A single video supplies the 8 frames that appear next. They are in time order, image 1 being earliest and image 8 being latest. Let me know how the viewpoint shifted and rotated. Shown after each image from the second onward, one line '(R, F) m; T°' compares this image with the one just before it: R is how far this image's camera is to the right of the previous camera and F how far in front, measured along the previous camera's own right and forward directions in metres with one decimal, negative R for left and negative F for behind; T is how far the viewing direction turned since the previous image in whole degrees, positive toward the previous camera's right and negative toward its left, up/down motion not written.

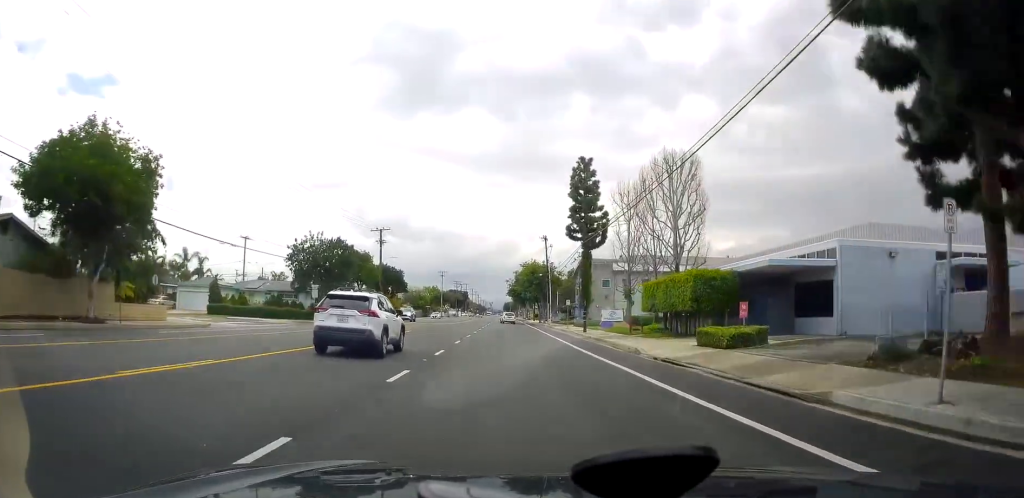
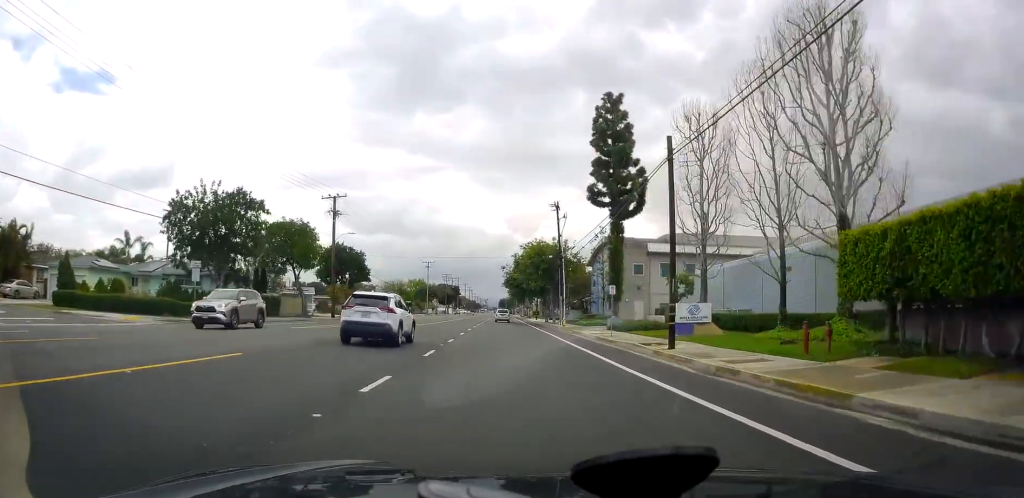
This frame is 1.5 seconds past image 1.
(+0.3, +24.2) m; +1°
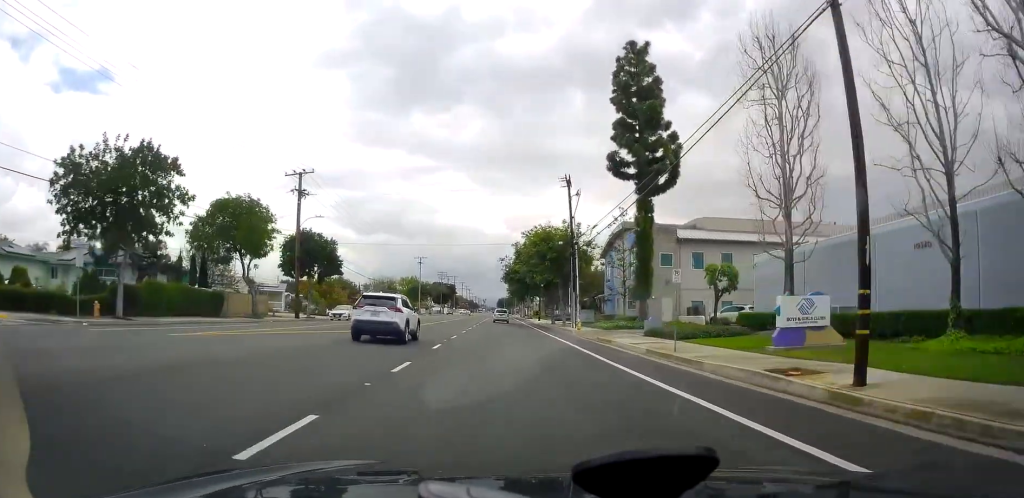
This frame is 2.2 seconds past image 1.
(0.0, +11.7) m; 0°
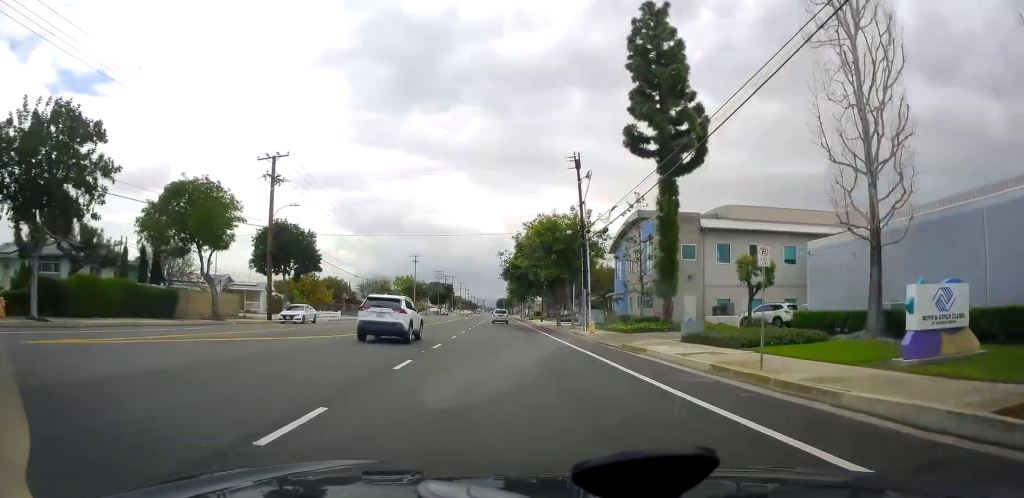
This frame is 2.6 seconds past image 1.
(0.0, +6.7) m; 0°
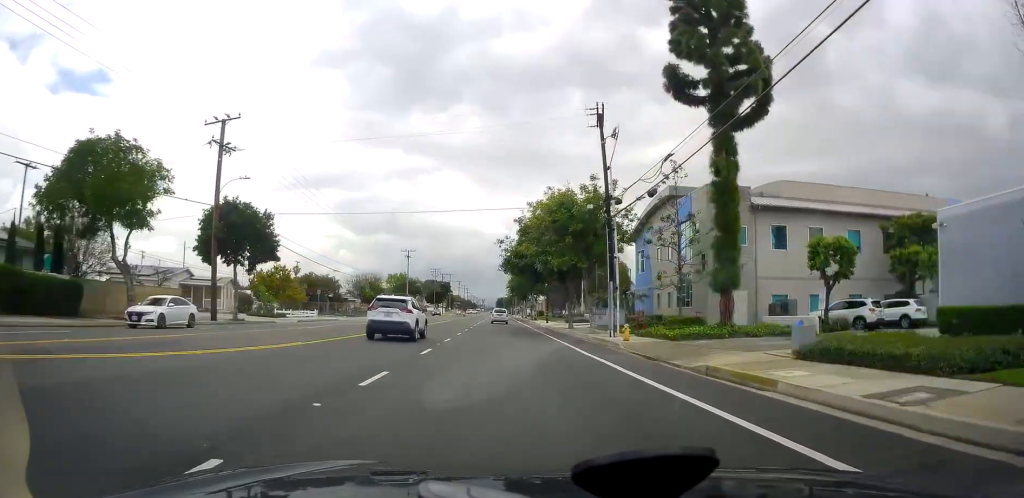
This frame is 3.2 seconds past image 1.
(0.0, +10.1) m; 0°
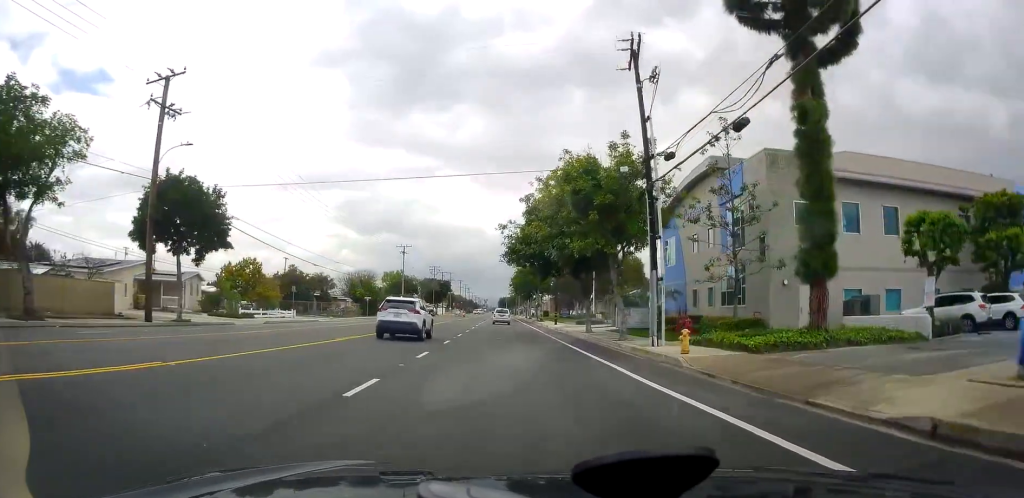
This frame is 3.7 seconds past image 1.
(0.0, +8.6) m; +1°
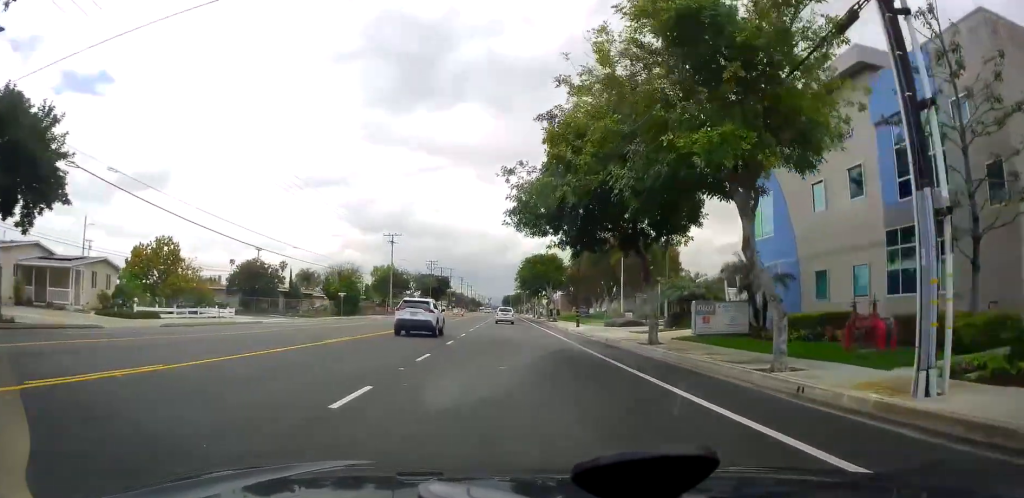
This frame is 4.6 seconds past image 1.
(+0.2, +16.0) m; 0°
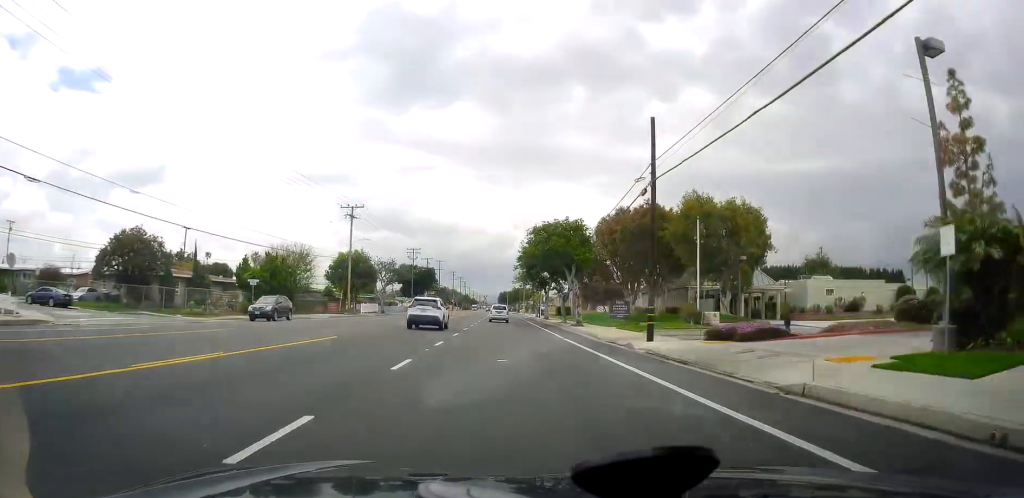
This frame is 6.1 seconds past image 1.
(-0.7, +25.1) m; -3°
